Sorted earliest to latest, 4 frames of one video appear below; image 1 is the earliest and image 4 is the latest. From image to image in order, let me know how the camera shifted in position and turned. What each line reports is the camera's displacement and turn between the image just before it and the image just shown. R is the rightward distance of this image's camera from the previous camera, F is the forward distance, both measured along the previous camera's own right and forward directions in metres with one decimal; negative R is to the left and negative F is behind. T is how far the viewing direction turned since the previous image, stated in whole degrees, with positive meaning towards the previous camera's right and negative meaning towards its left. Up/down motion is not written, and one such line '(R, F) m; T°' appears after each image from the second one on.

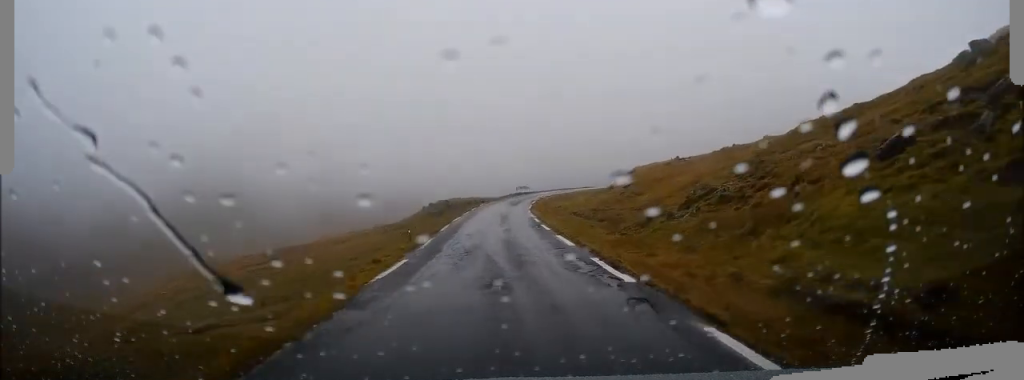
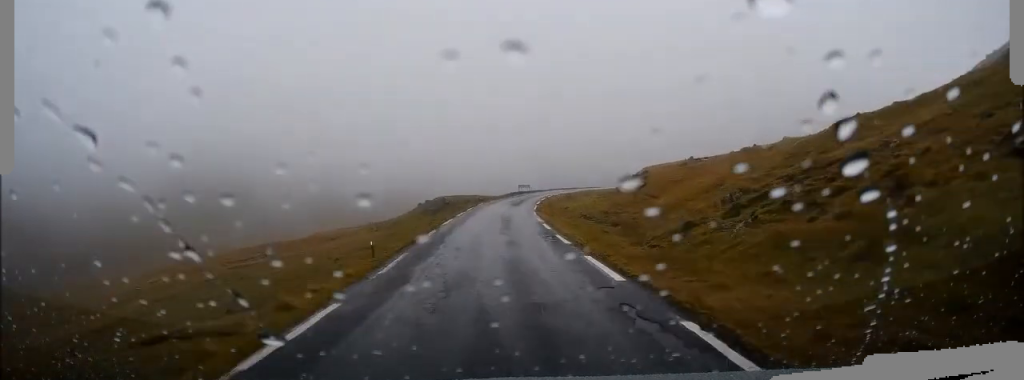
(0.0, +5.6) m; 0°
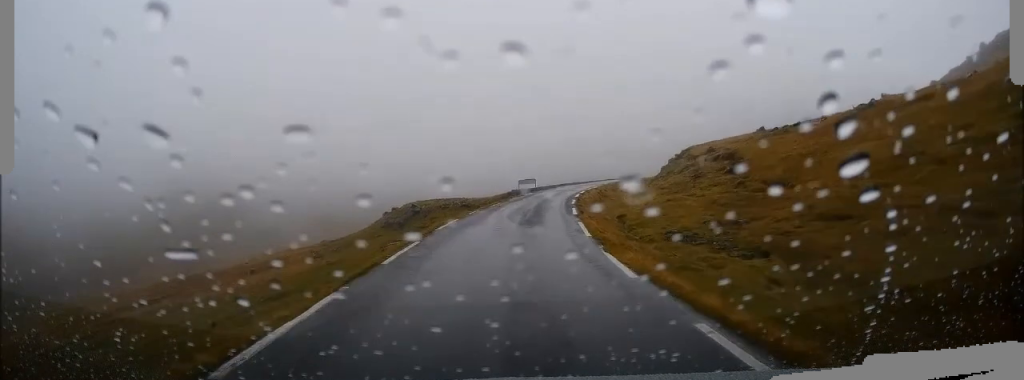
(-0.4, +23.2) m; 0°
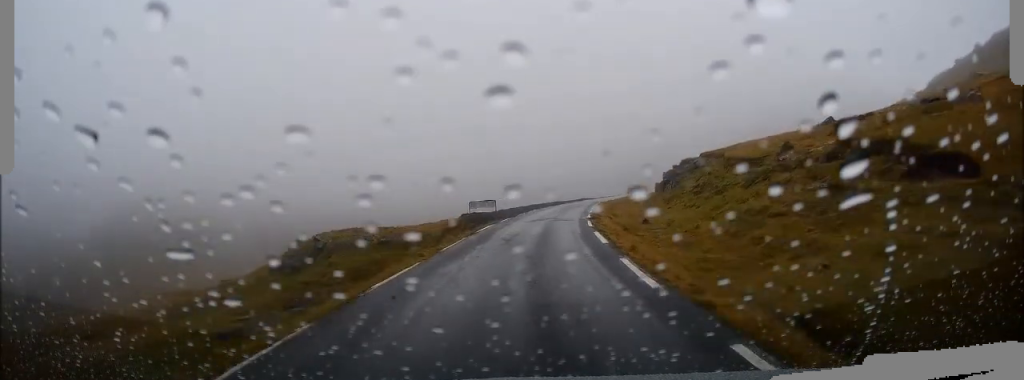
(+0.8, +18.7) m; +3°
